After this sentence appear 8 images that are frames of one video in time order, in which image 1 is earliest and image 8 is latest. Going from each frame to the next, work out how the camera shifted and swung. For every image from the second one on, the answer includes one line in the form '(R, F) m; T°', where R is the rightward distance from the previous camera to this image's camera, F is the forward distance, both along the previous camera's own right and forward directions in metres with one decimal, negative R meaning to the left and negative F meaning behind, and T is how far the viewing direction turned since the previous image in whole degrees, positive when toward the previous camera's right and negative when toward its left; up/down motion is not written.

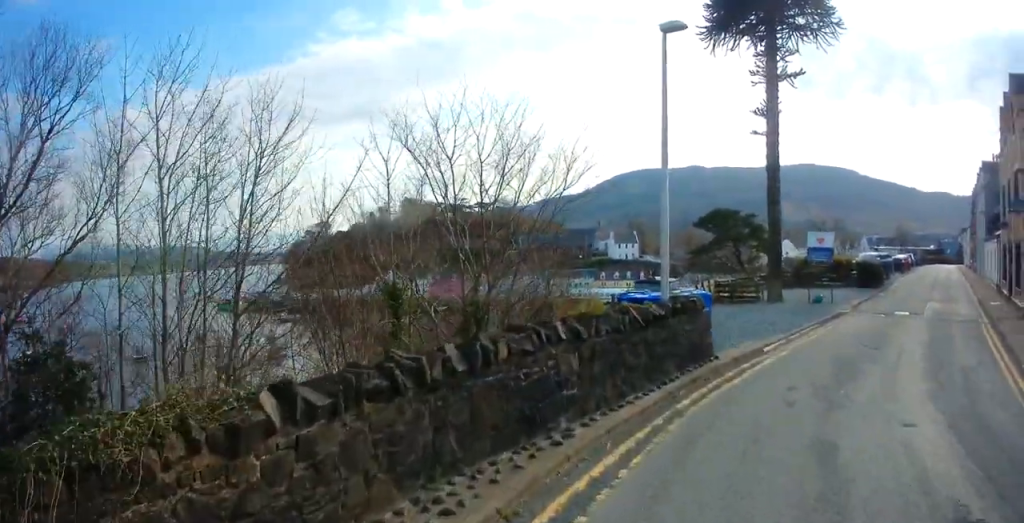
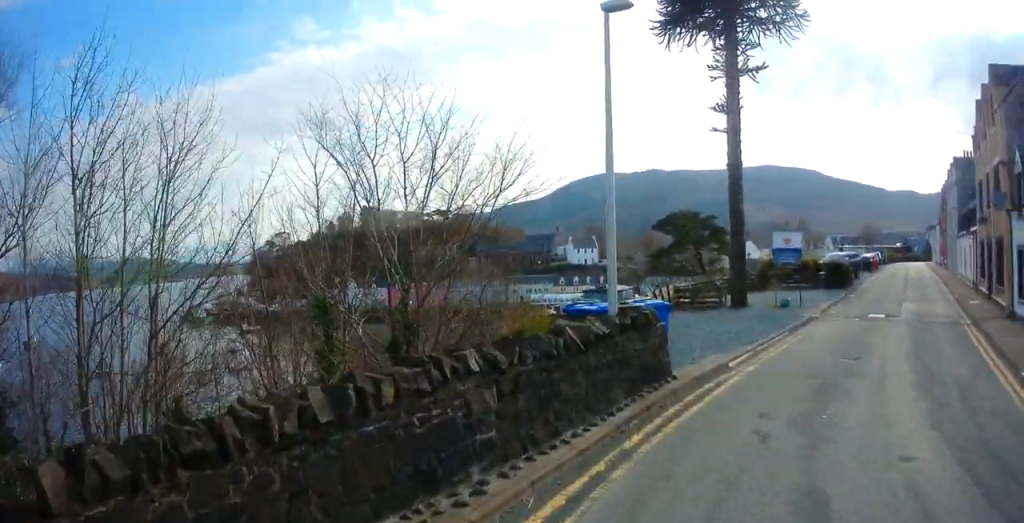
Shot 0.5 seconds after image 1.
(-0.1, +1.3) m; +5°
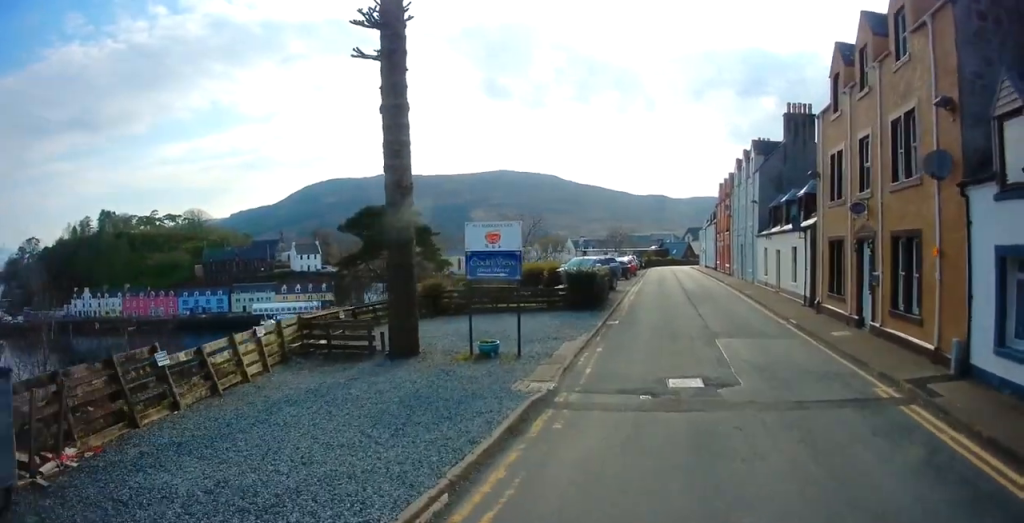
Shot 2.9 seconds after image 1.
(+2.5, +7.9) m; +26°
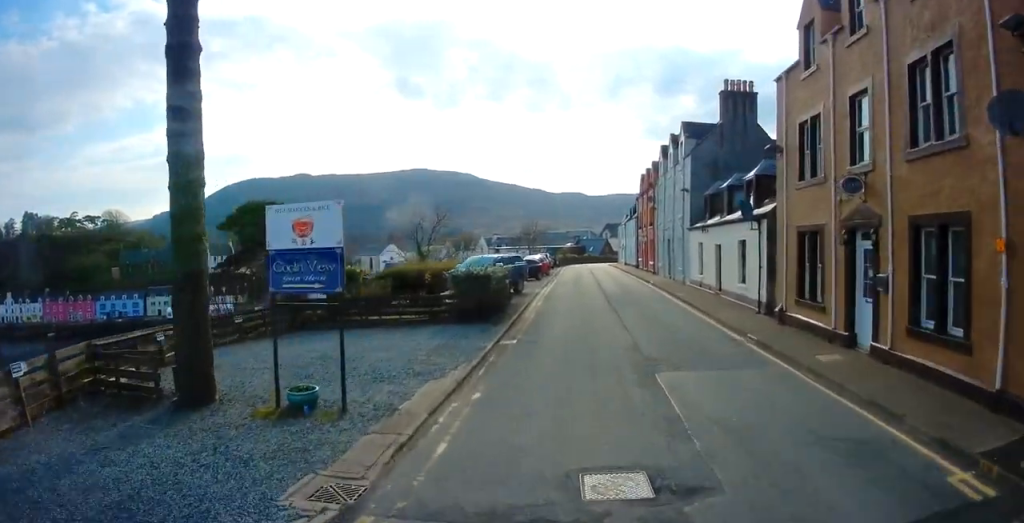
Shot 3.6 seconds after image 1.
(+0.1, +4.2) m; -2°
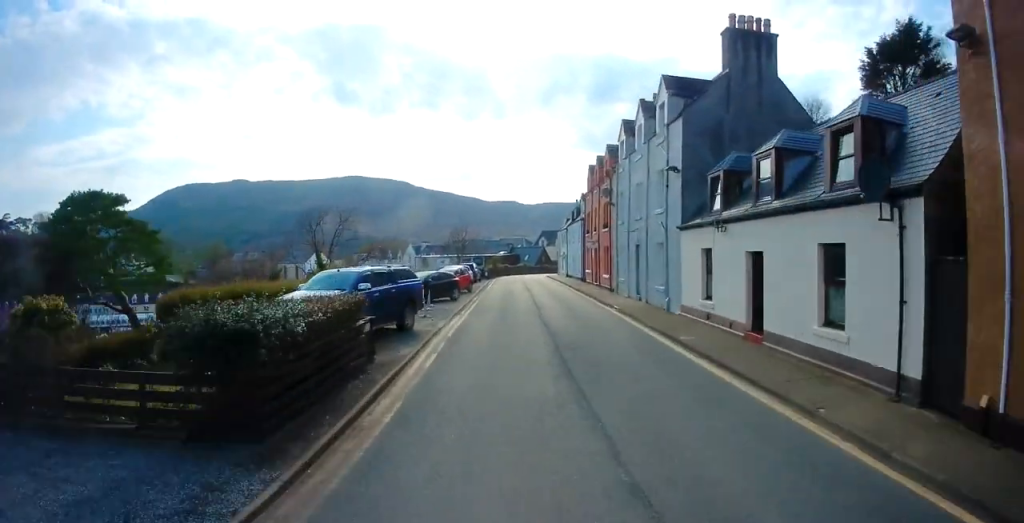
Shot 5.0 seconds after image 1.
(-0.5, +10.1) m; -5°
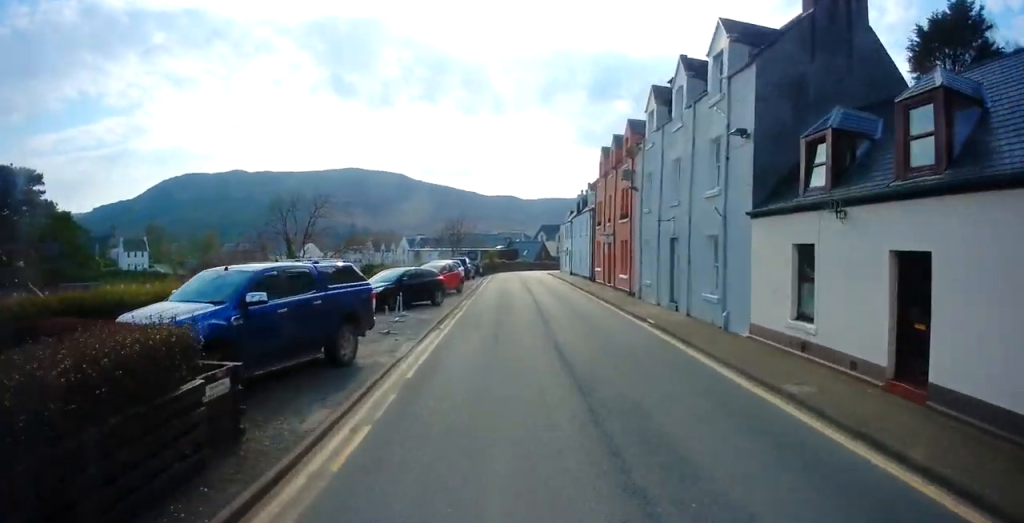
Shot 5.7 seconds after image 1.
(-0.2, +5.9) m; +2°
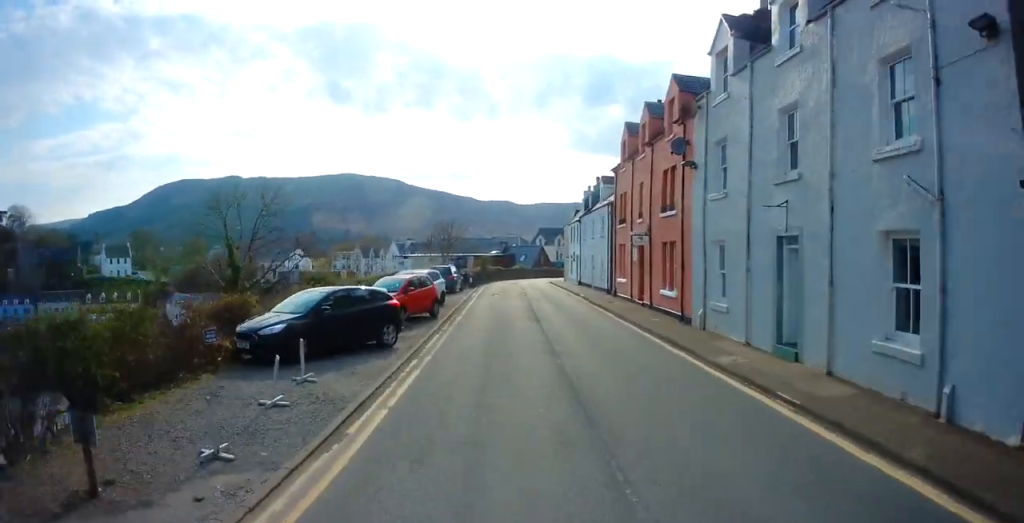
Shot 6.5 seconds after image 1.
(+0.3, +8.0) m; +1°
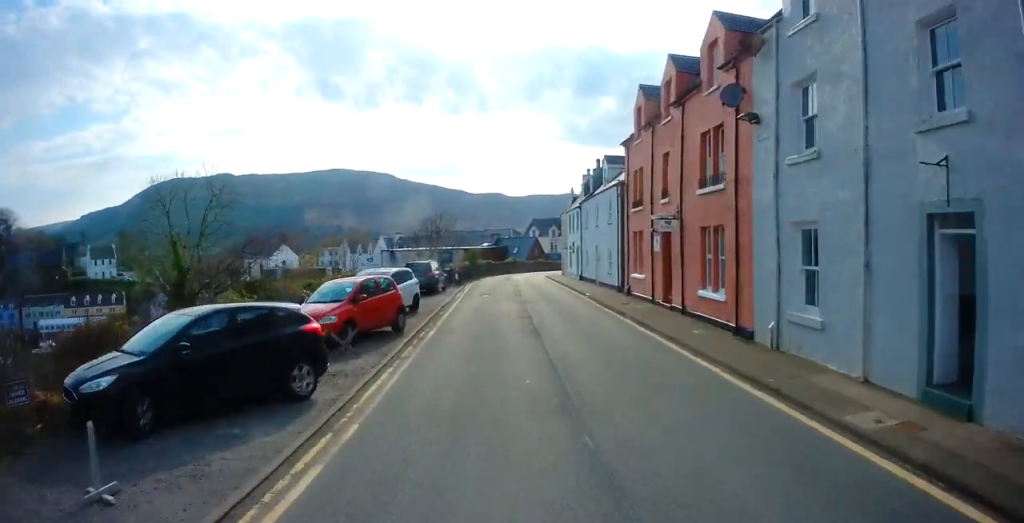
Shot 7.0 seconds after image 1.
(+0.2, +5.2) m; 0°
